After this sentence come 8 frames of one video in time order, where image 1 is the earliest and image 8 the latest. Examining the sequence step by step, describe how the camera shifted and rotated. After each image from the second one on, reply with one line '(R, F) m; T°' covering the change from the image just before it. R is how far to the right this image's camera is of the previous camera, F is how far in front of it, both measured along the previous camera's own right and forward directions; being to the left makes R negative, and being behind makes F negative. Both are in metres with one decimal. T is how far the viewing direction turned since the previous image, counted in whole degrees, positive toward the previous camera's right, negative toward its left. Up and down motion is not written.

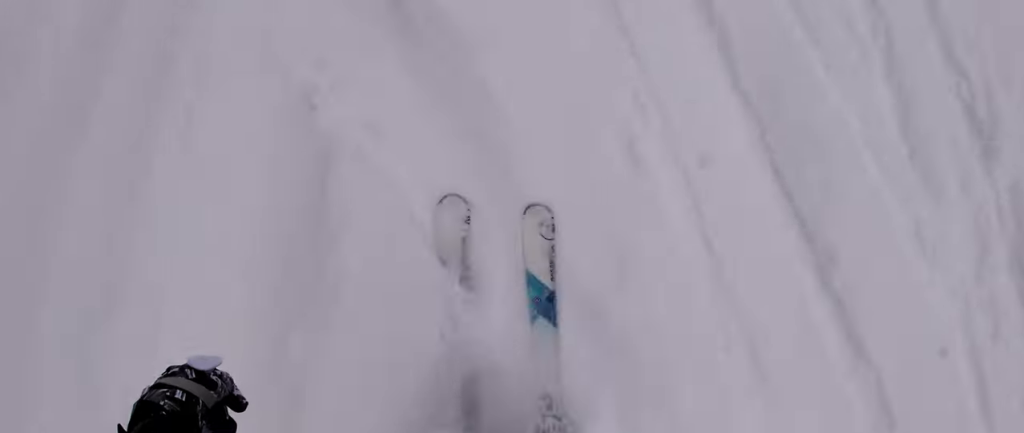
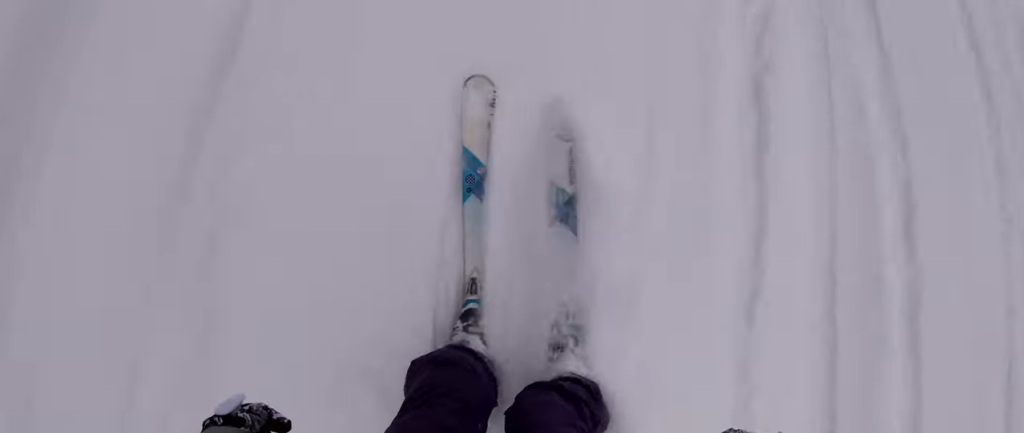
(+1.0, +4.2) m; +5°
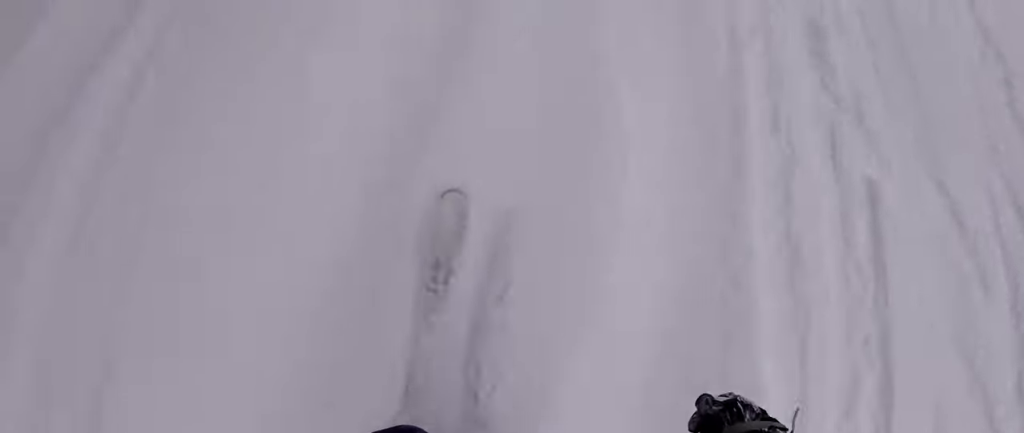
(-0.4, +4.2) m; -4°
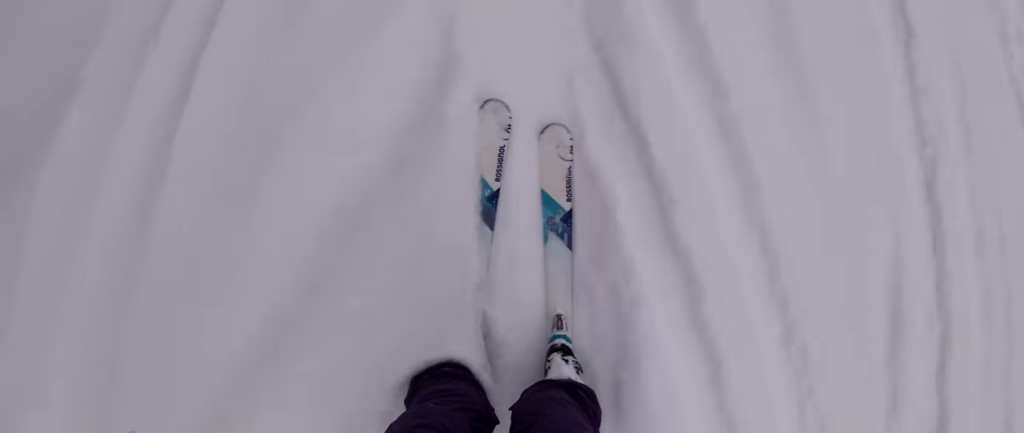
(-0.3, +4.7) m; -3°
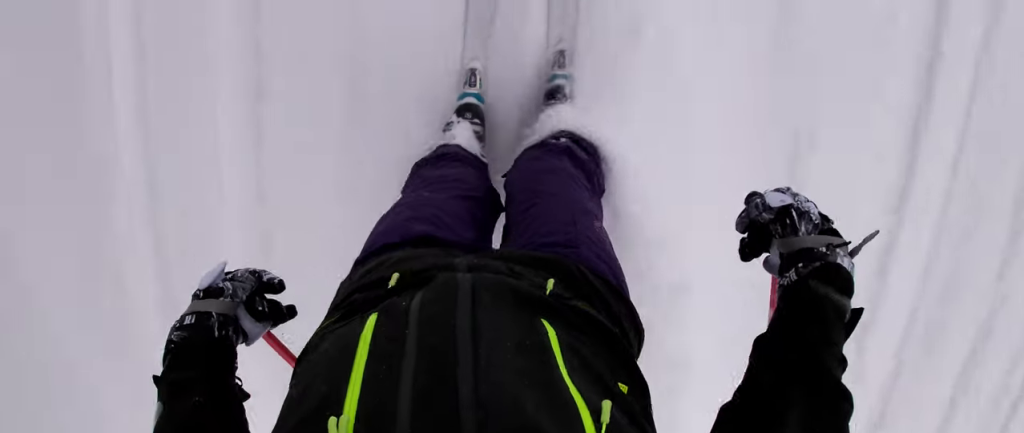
(0.0, +7.3) m; 0°
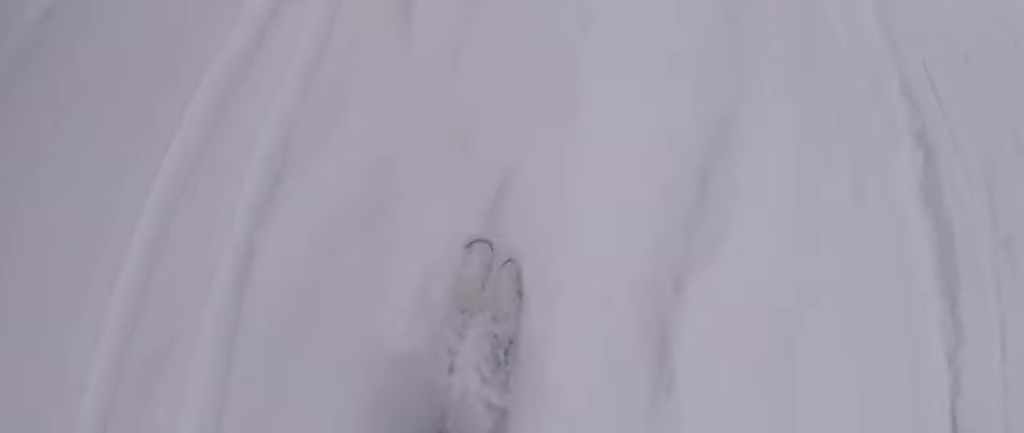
(-0.8, +10.2) m; -6°
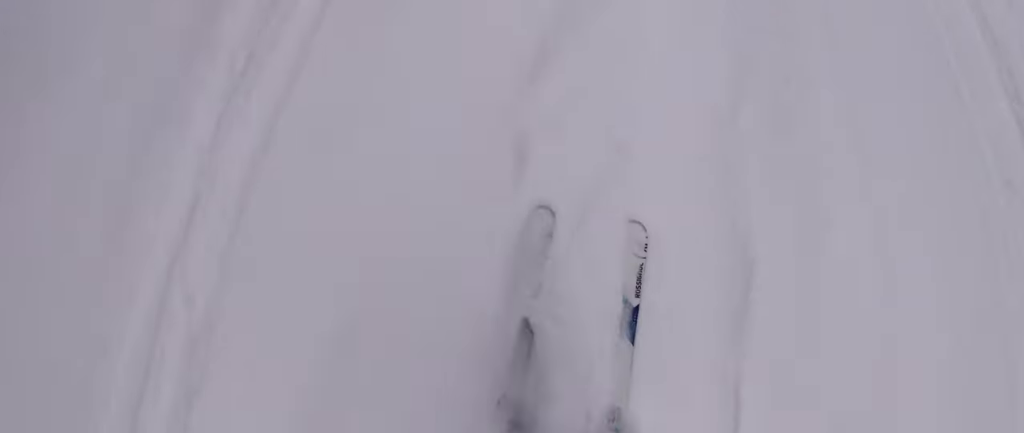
(-0.3, +3.7) m; +7°
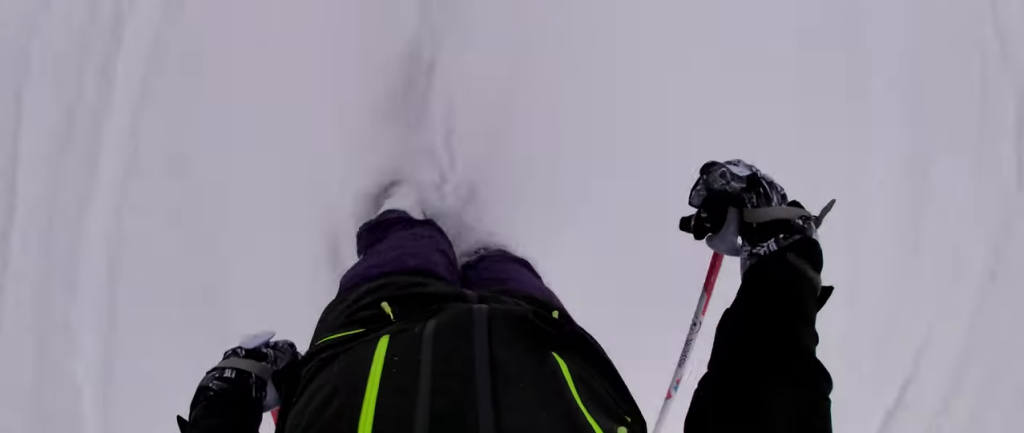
(+1.4, +5.9) m; +7°
